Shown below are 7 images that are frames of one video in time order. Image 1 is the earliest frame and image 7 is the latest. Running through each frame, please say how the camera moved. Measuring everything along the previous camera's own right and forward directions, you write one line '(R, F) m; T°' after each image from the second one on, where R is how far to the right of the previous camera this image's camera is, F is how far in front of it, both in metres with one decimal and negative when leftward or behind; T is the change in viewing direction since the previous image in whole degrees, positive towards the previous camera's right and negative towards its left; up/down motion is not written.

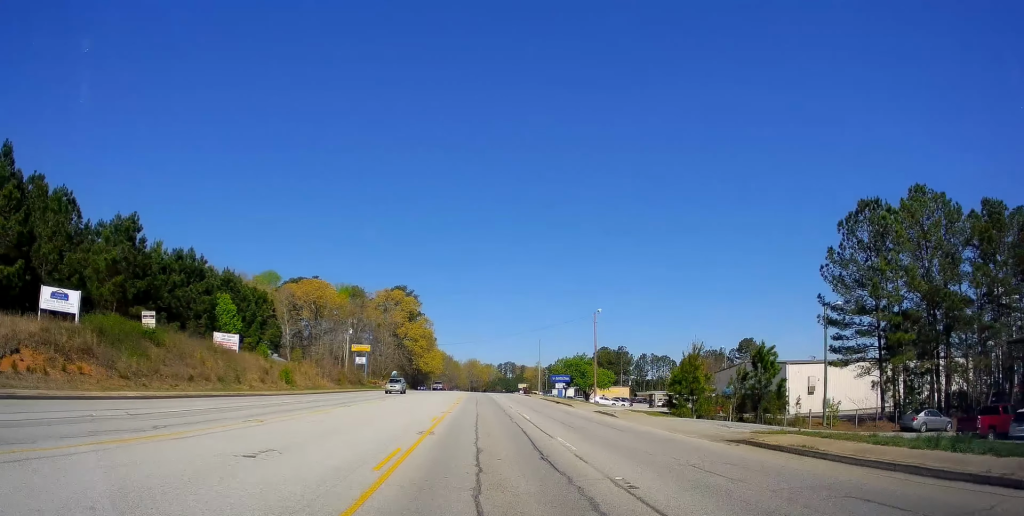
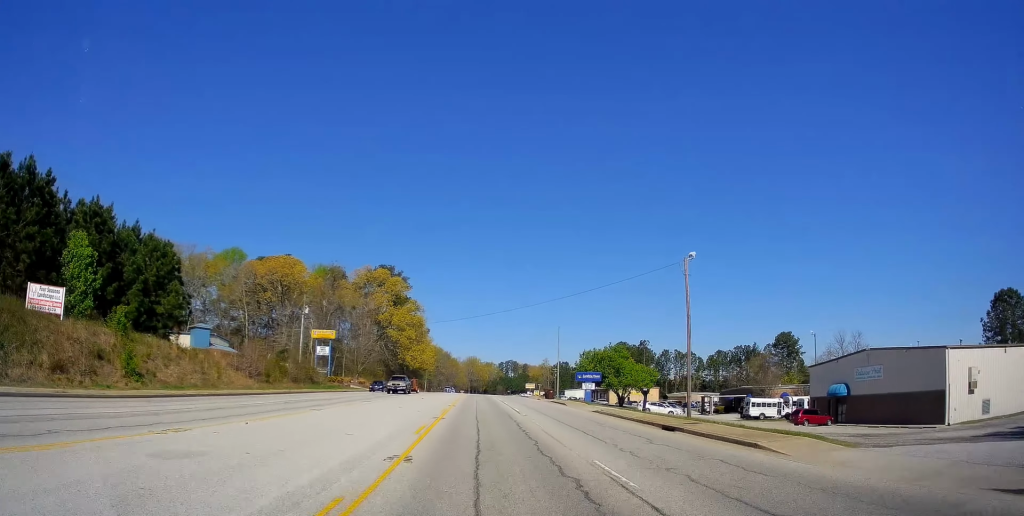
(-0.3, +28.4) m; -1°
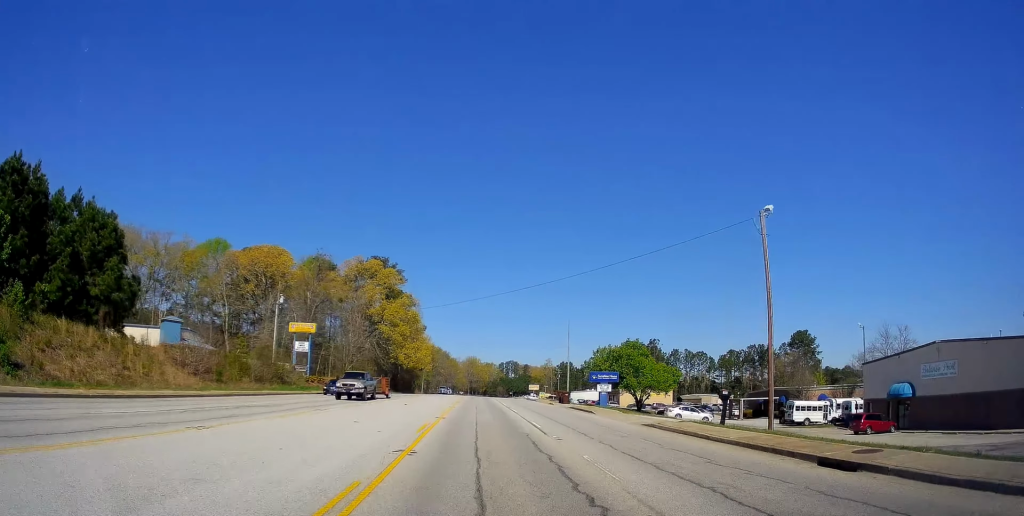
(+0.2, +10.6) m; 0°
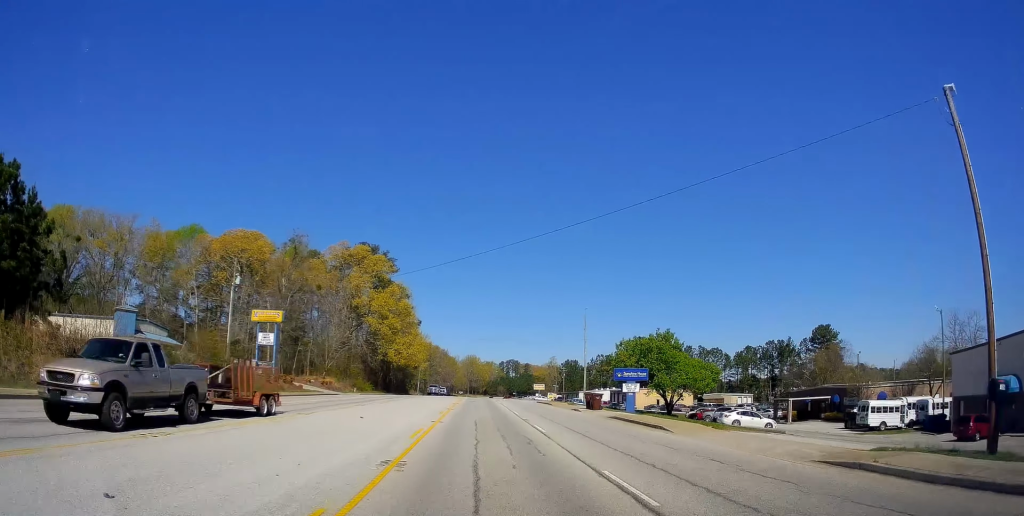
(+0.1, +13.3) m; +1°
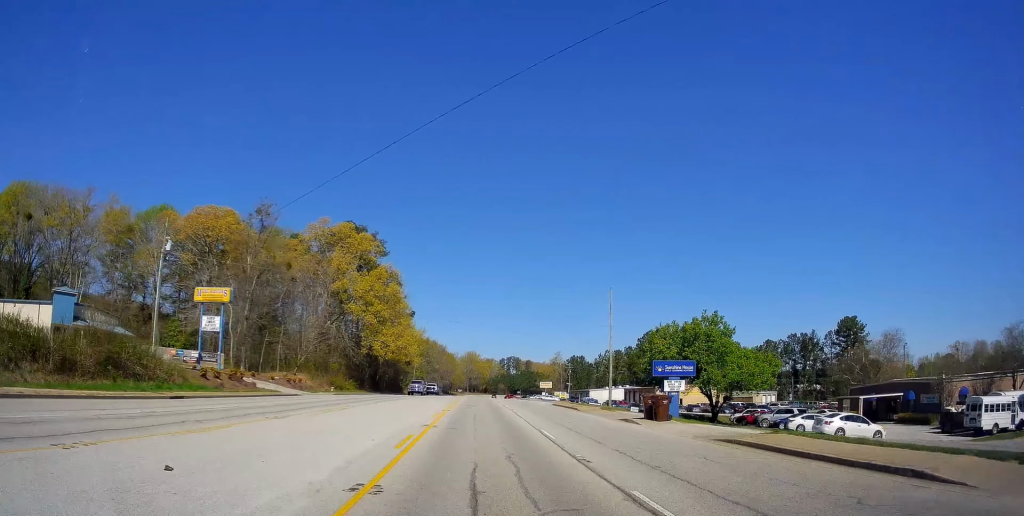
(0.0, +13.9) m; +1°
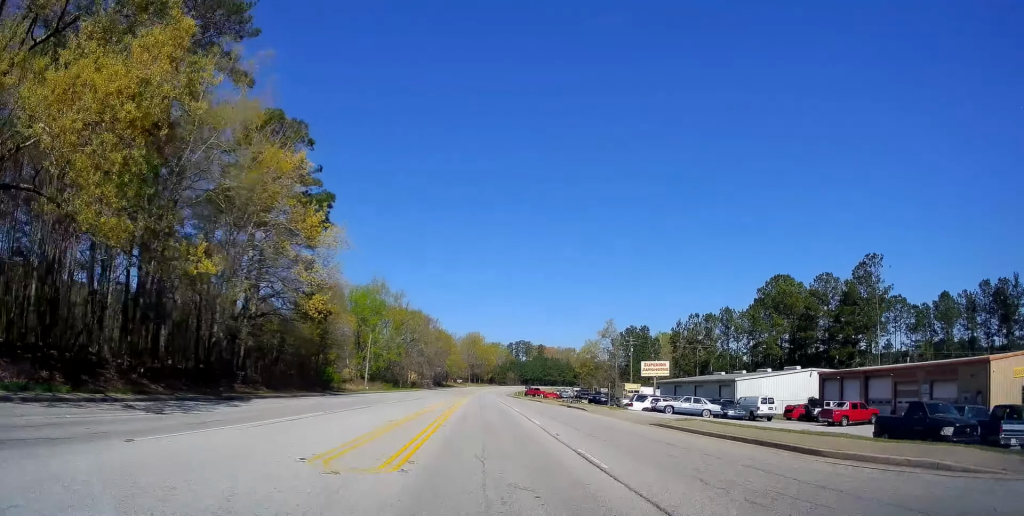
(-2.0, +73.6) m; -2°
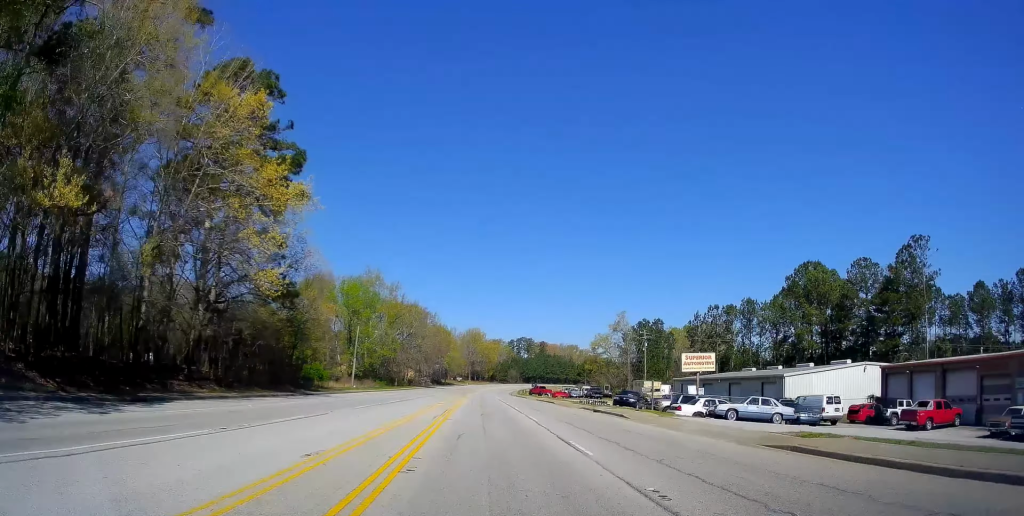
(-0.3, +9.9) m; 0°
